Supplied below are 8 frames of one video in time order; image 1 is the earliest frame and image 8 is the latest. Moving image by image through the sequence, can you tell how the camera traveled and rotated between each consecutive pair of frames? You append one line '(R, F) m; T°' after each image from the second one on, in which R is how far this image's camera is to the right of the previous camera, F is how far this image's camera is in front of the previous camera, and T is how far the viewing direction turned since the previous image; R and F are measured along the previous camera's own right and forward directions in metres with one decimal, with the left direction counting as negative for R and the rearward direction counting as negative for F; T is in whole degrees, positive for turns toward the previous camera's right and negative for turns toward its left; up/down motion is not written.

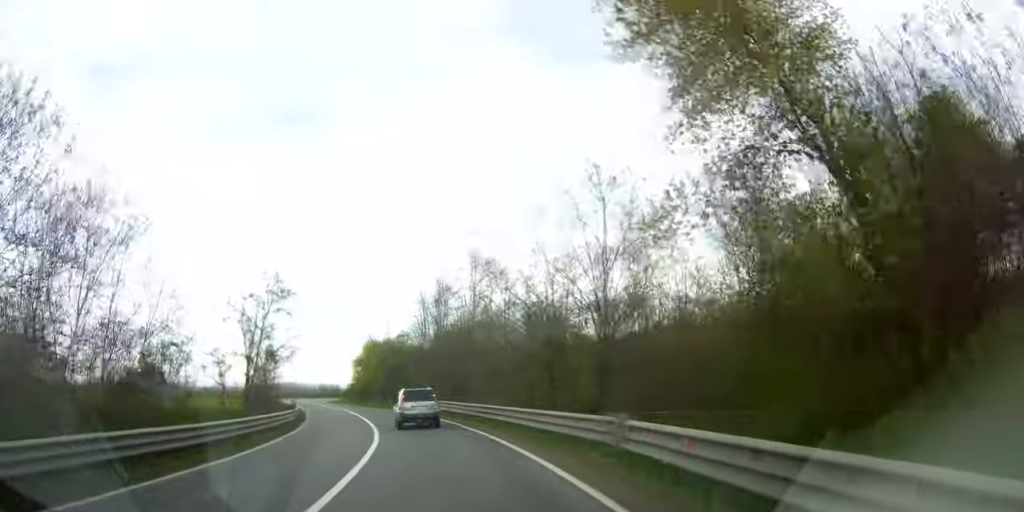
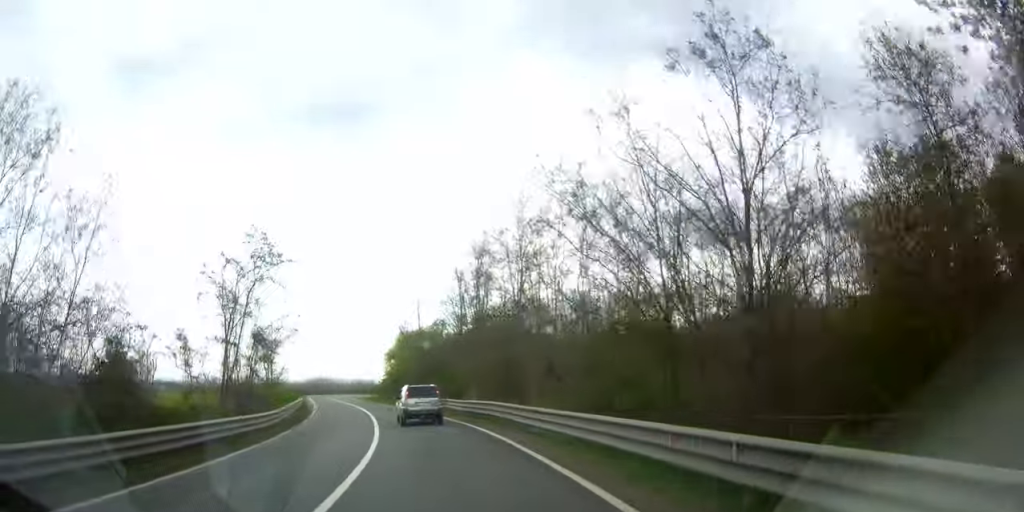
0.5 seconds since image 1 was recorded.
(0.0, +8.9) m; -1°
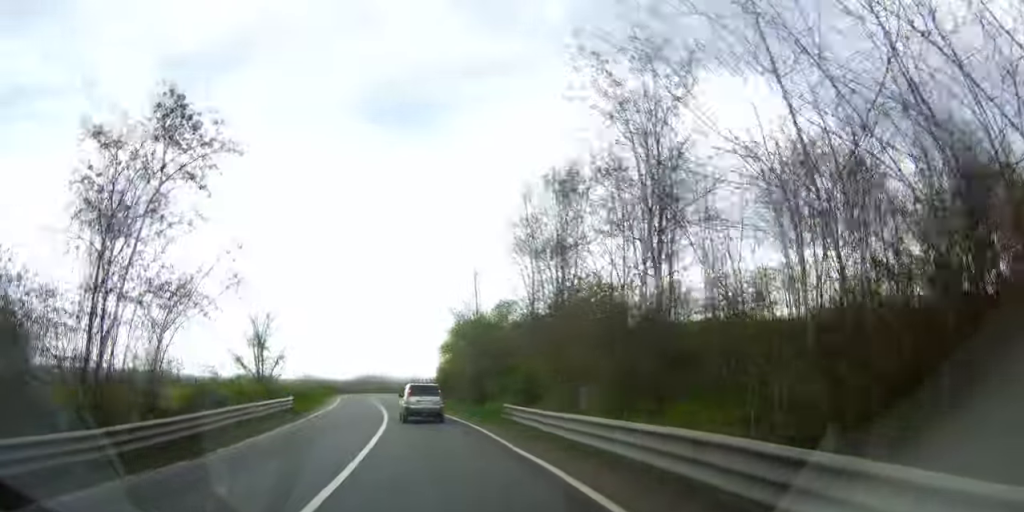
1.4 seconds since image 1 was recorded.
(-0.1, +13.6) m; -6°
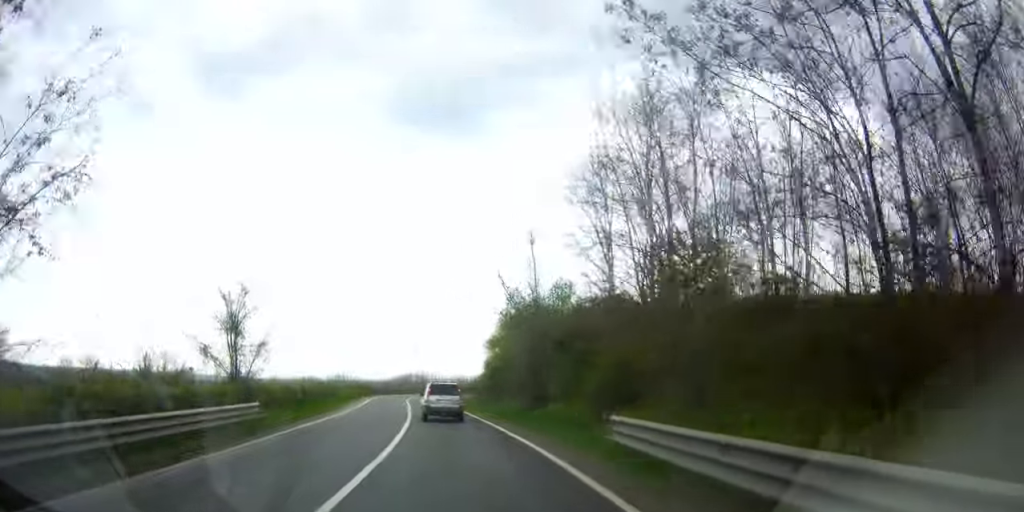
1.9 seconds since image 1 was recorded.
(-0.7, +8.7) m; -5°
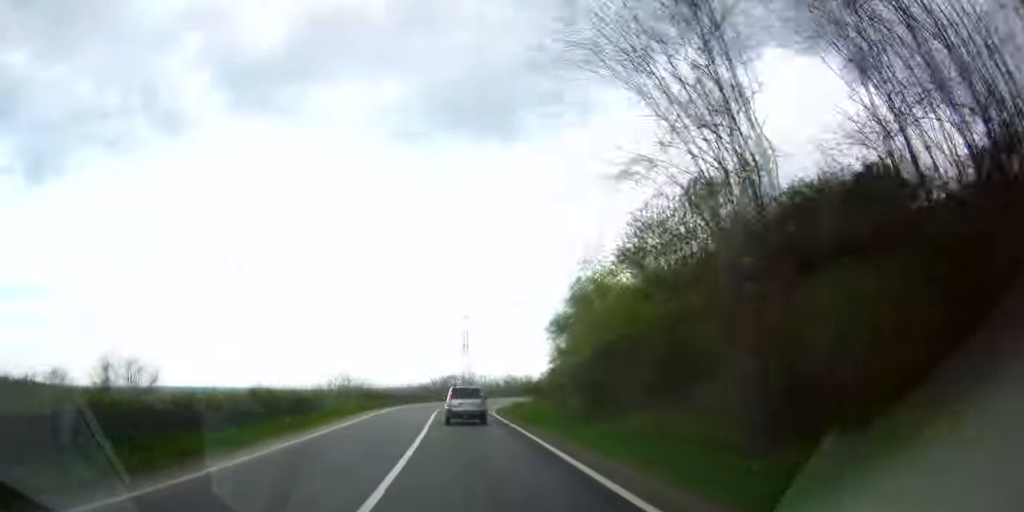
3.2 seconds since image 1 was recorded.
(-1.8, +21.0) m; -7°
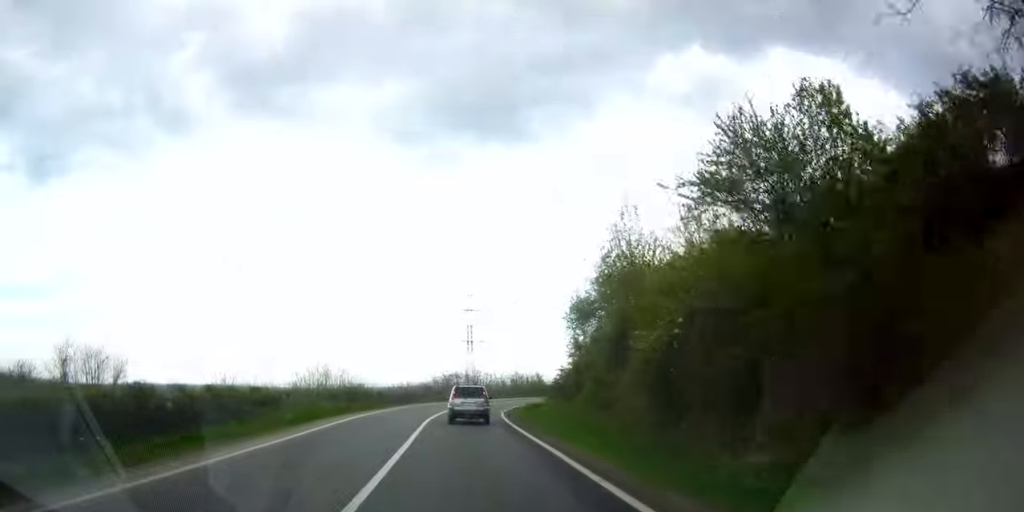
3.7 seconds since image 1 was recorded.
(-0.1, +9.6) m; -1°
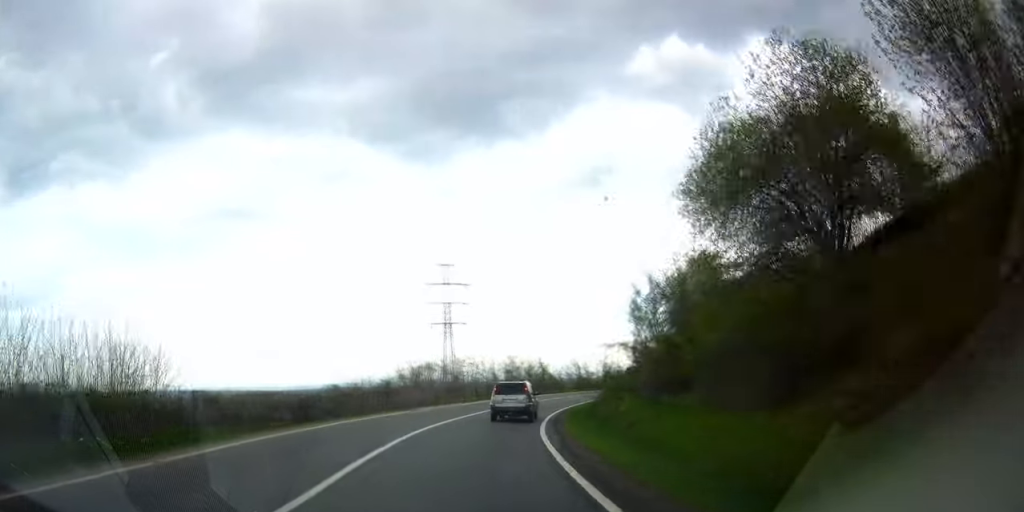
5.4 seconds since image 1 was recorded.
(-1.1, +31.3) m; -6°
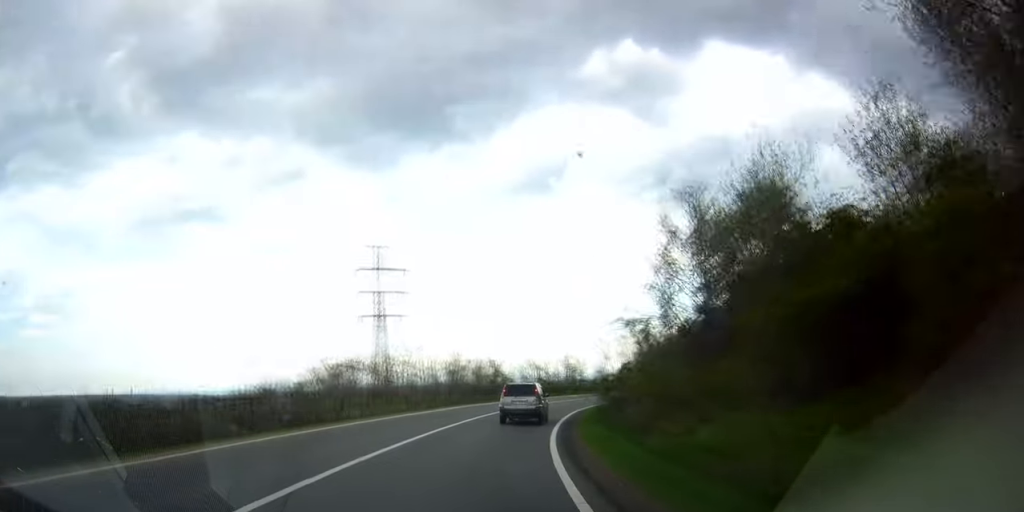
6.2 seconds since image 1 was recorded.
(-0.6, +16.3) m; -1°
